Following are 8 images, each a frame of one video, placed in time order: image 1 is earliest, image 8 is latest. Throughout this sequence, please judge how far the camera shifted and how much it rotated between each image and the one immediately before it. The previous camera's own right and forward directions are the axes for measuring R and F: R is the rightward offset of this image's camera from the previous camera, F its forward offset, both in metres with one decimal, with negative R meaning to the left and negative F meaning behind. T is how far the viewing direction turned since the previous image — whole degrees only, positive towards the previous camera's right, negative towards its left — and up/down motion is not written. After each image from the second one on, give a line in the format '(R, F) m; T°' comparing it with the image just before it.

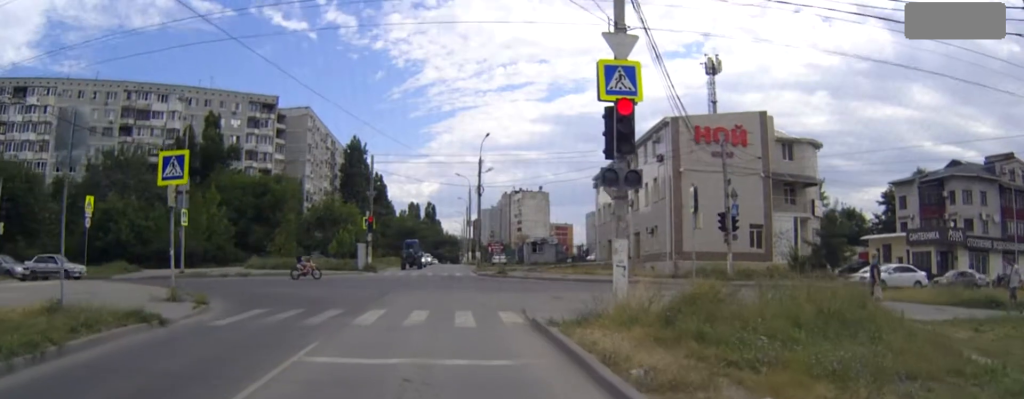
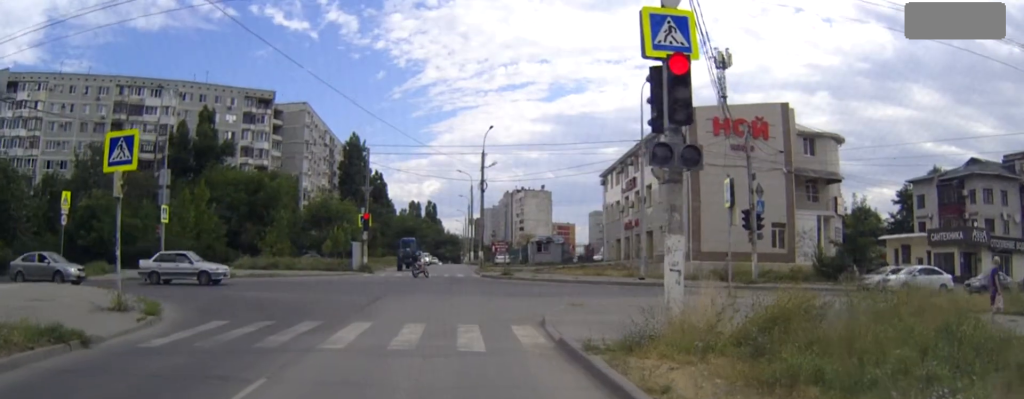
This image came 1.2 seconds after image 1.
(0.0, +5.0) m; -1°
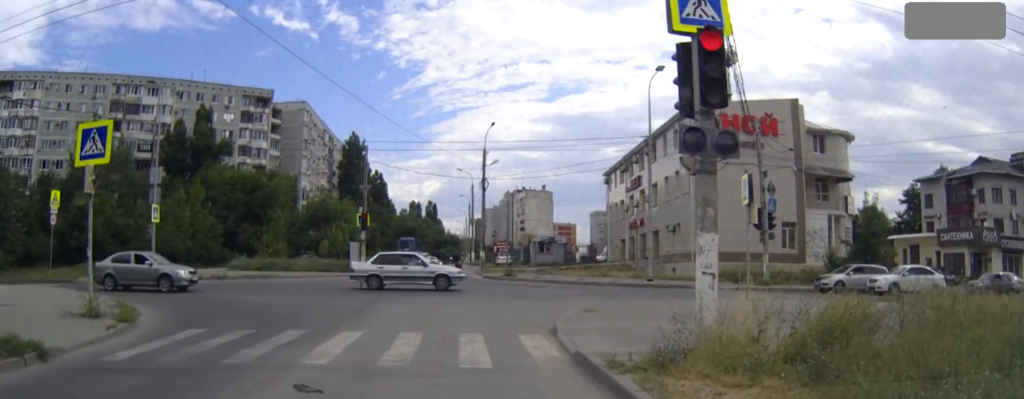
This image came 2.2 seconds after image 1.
(0.0, +2.5) m; +1°
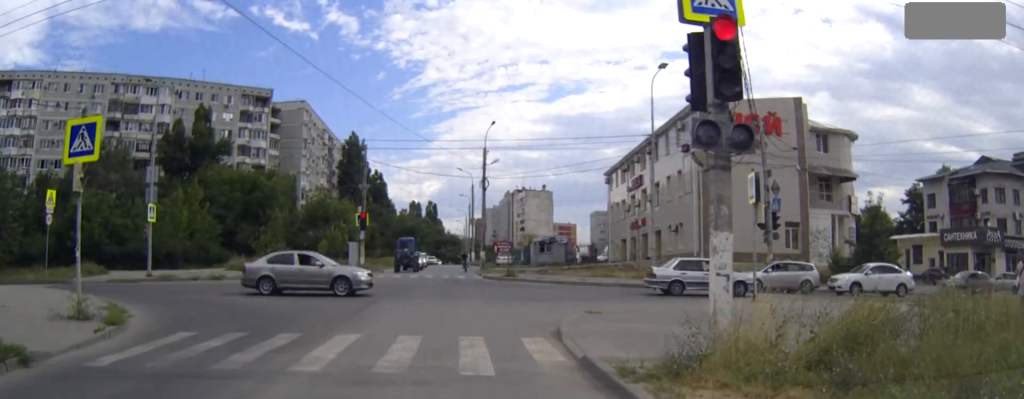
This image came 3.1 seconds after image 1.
(0.0, +1.4) m; +1°
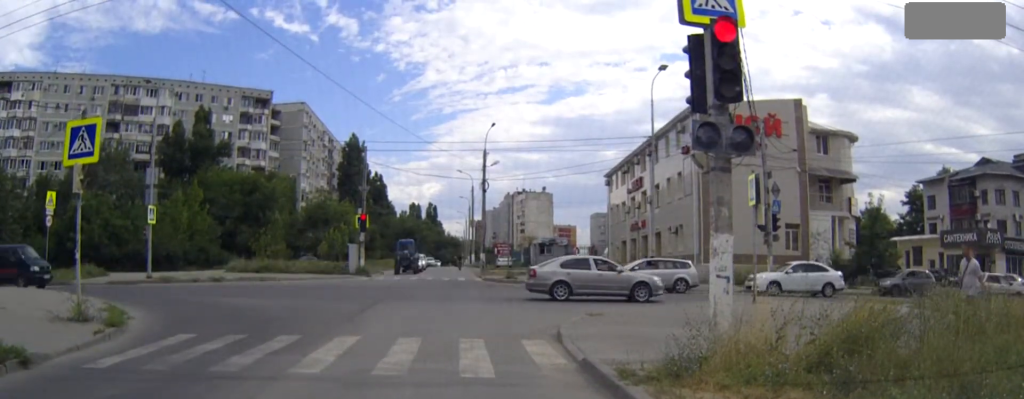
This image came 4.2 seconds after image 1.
(+0.3, +0.7) m; 0°
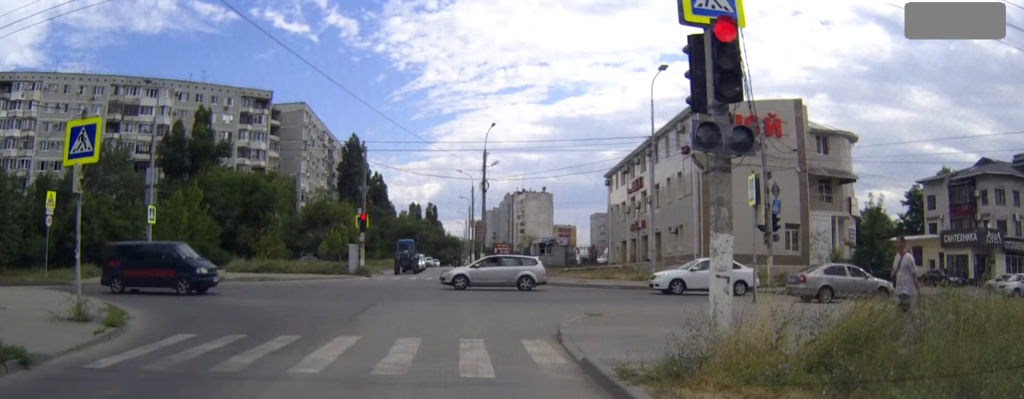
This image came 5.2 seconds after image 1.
(+0.2, +0.1) m; 0°
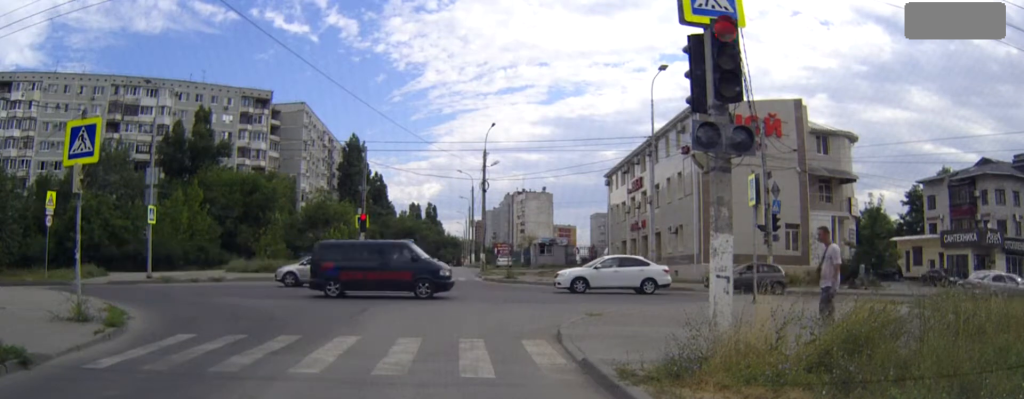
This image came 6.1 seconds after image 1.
(0.0, 0.0) m; 0°
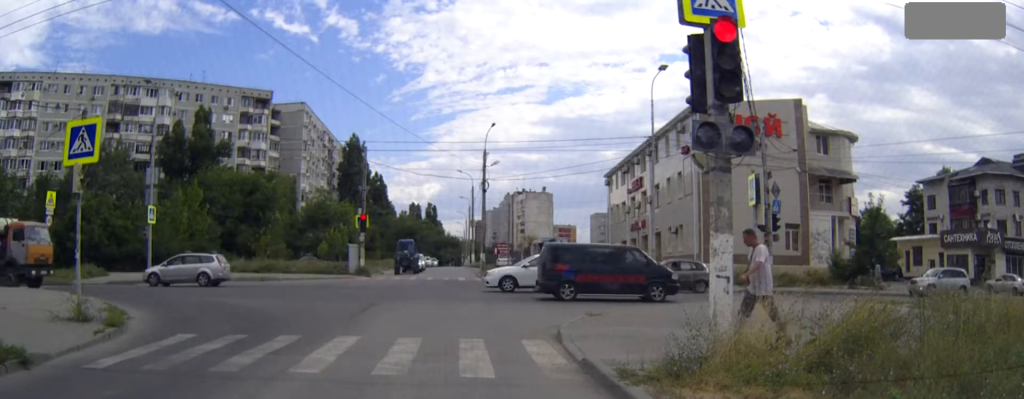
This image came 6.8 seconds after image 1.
(0.0, 0.0) m; 0°
